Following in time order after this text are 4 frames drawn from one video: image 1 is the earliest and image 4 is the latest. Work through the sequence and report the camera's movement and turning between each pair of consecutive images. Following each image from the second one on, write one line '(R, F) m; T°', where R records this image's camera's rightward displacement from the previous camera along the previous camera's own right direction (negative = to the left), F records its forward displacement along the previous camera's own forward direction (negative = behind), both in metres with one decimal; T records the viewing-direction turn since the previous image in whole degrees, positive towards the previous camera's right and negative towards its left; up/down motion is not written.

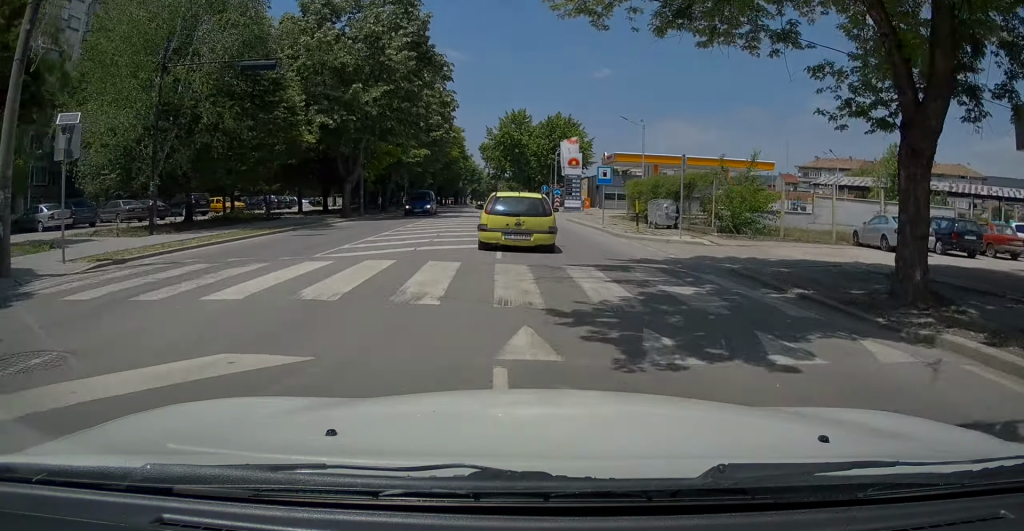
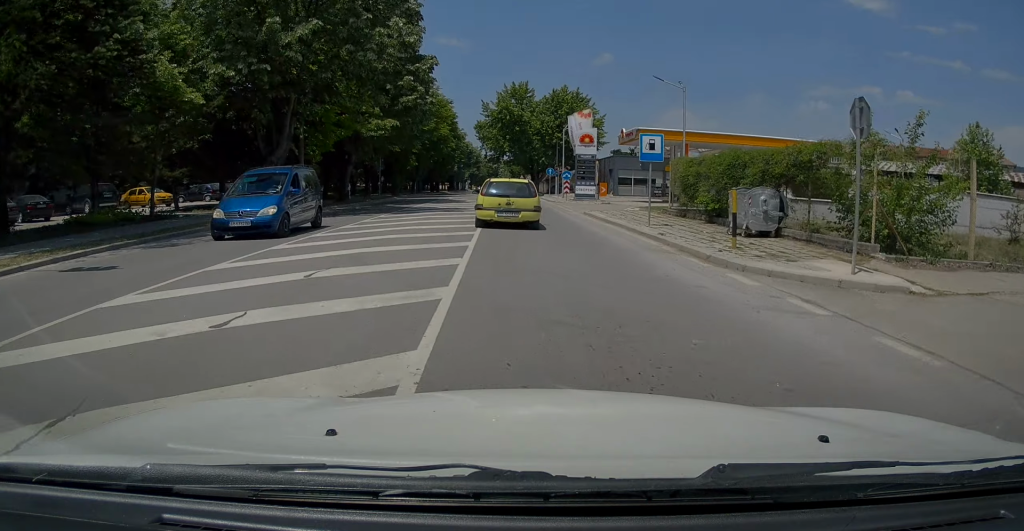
(-0.1, +11.5) m; +2°
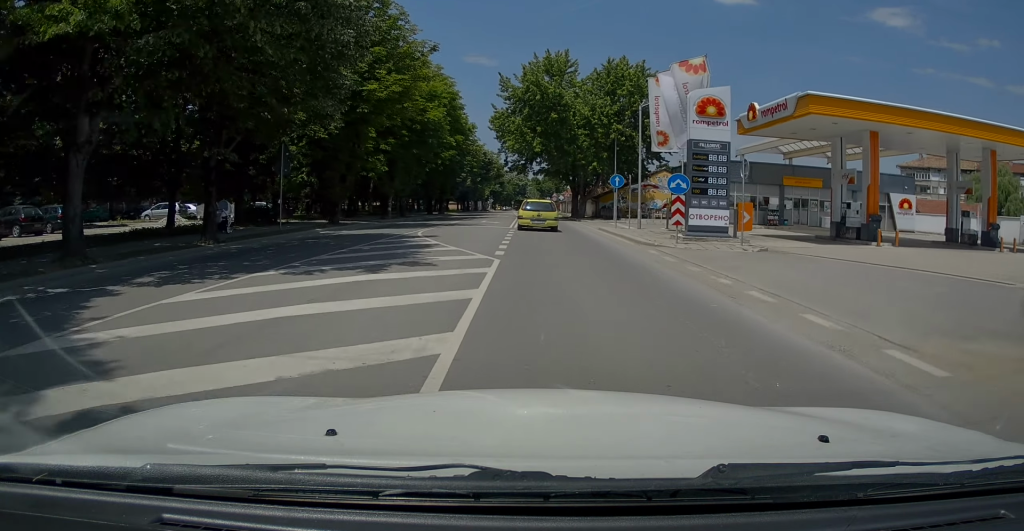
(-0.4, +25.5) m; -4°
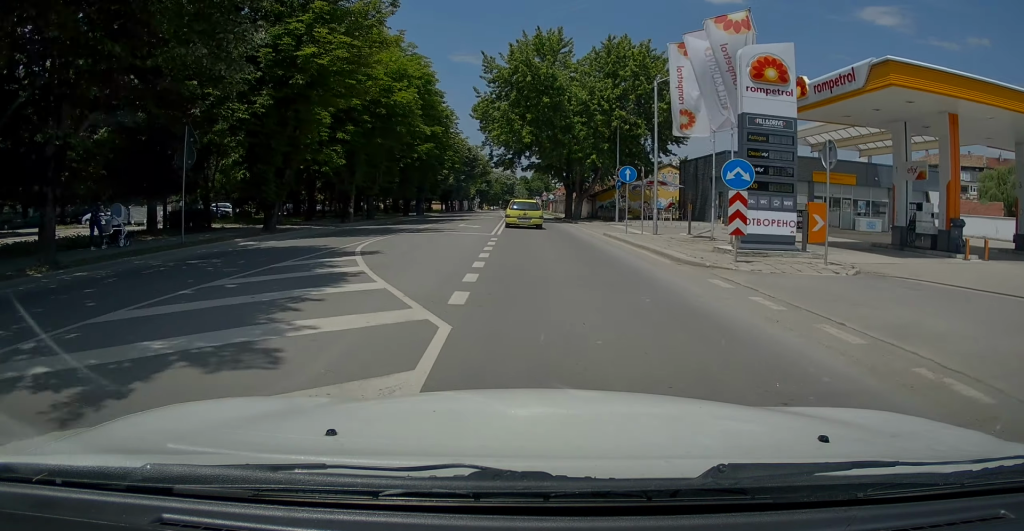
(-0.1, +6.6) m; -1°
